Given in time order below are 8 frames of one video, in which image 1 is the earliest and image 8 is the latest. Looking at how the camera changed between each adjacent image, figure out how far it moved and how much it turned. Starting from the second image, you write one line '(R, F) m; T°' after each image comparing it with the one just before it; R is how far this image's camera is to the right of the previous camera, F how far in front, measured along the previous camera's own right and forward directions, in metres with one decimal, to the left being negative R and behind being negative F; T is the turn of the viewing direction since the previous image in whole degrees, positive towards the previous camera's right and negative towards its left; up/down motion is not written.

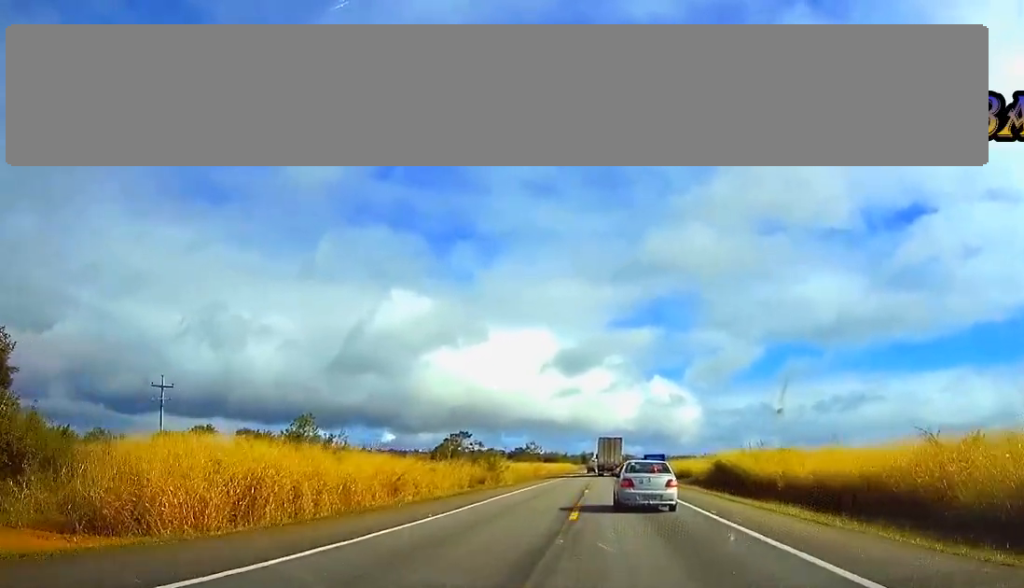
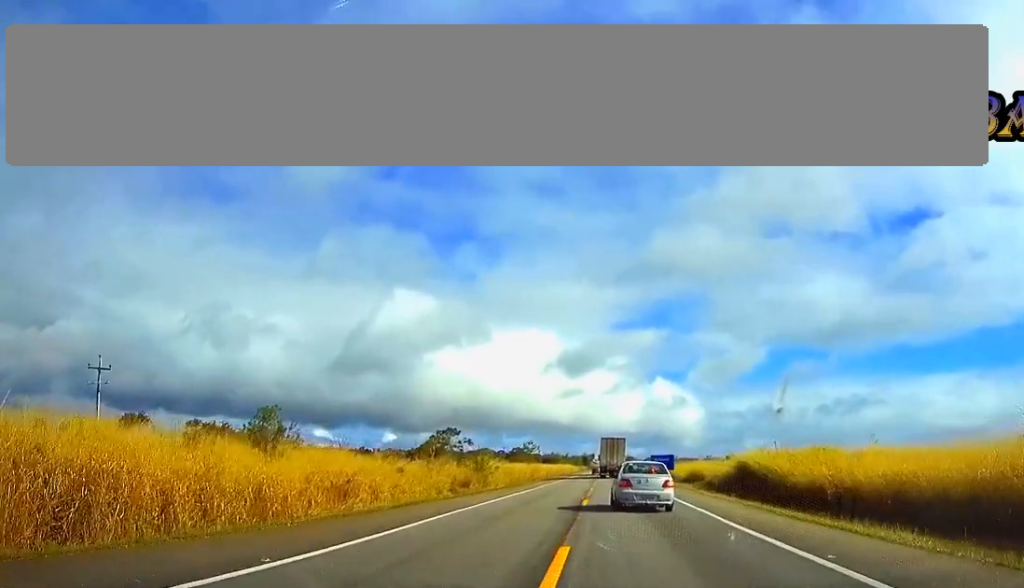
(0.0, +10.6) m; 0°
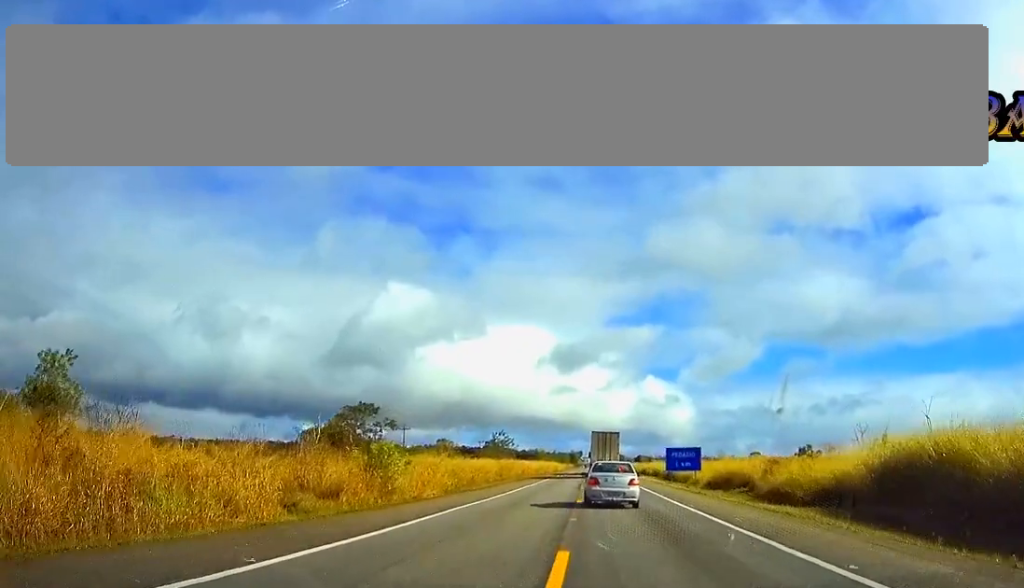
(0.0, +34.1) m; 0°
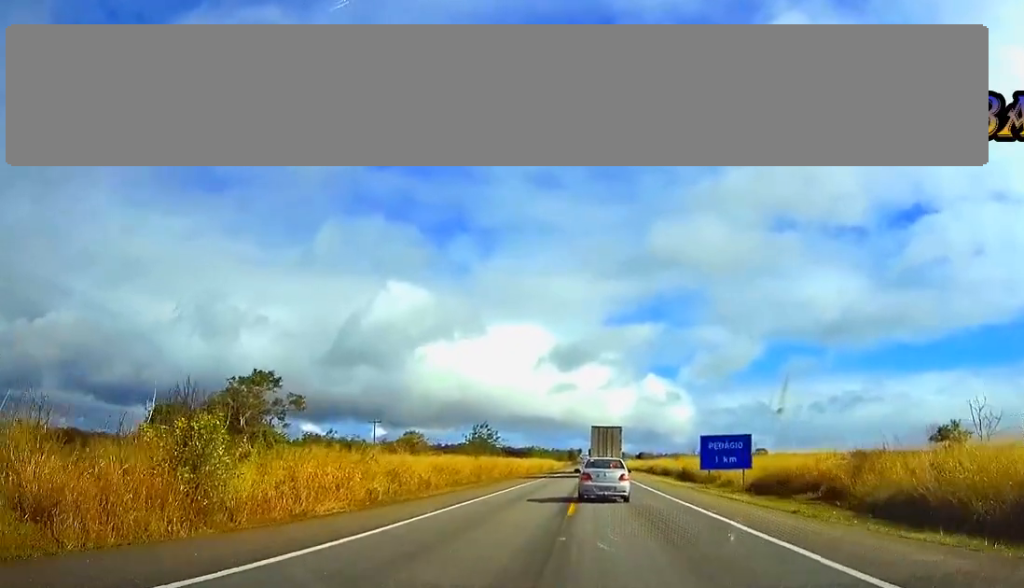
(+0.1, +21.8) m; 0°
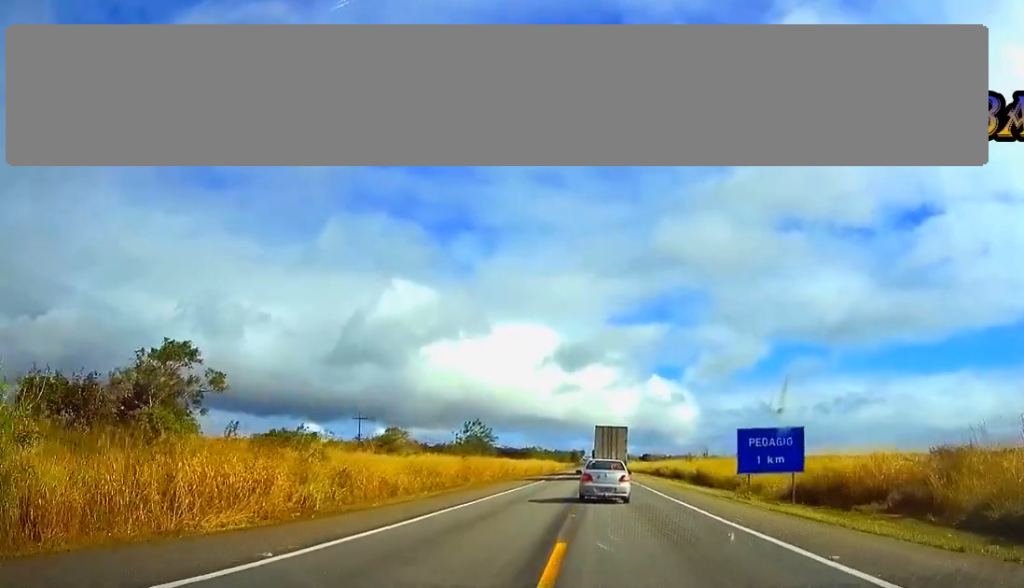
(-0.1, +11.0) m; 0°
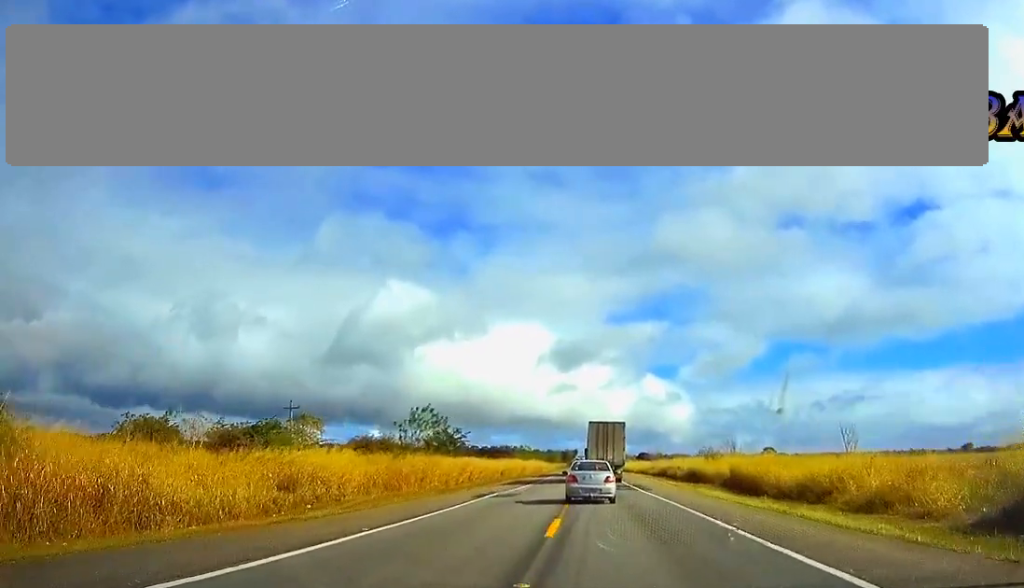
(+0.2, +27.9) m; +1°
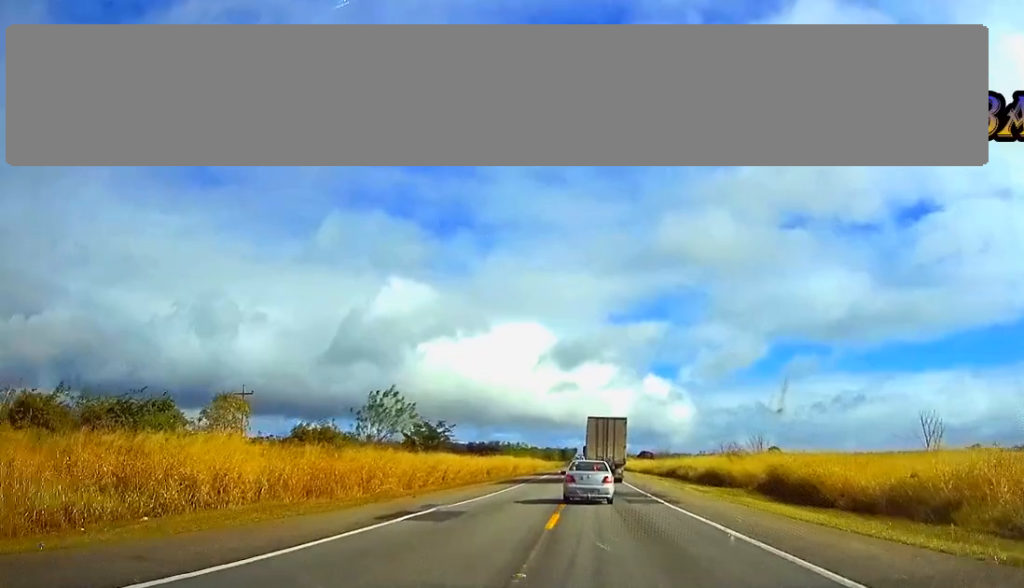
(0.0, +15.0) m; 0°
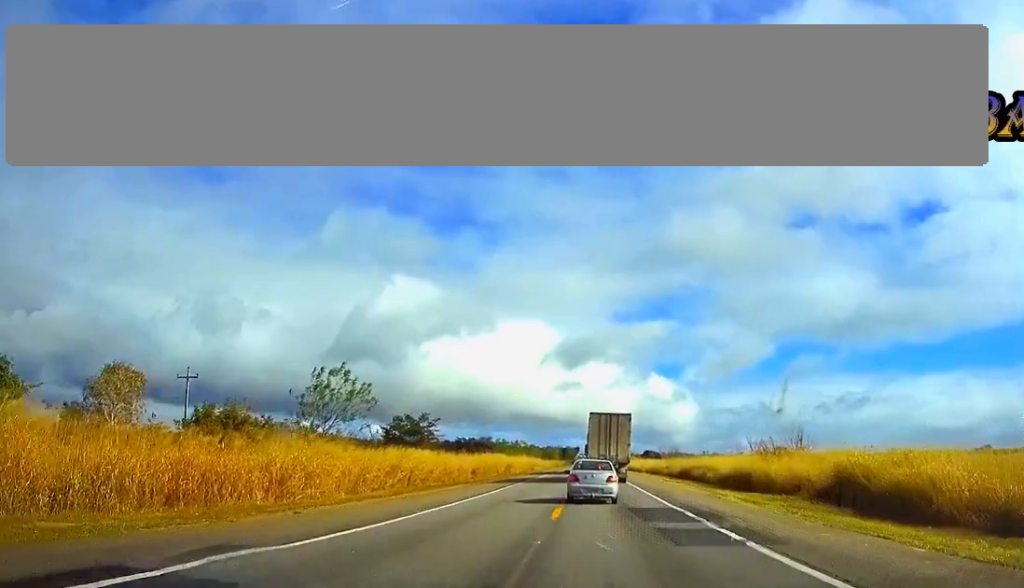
(-0.1, +14.1) m; 0°
